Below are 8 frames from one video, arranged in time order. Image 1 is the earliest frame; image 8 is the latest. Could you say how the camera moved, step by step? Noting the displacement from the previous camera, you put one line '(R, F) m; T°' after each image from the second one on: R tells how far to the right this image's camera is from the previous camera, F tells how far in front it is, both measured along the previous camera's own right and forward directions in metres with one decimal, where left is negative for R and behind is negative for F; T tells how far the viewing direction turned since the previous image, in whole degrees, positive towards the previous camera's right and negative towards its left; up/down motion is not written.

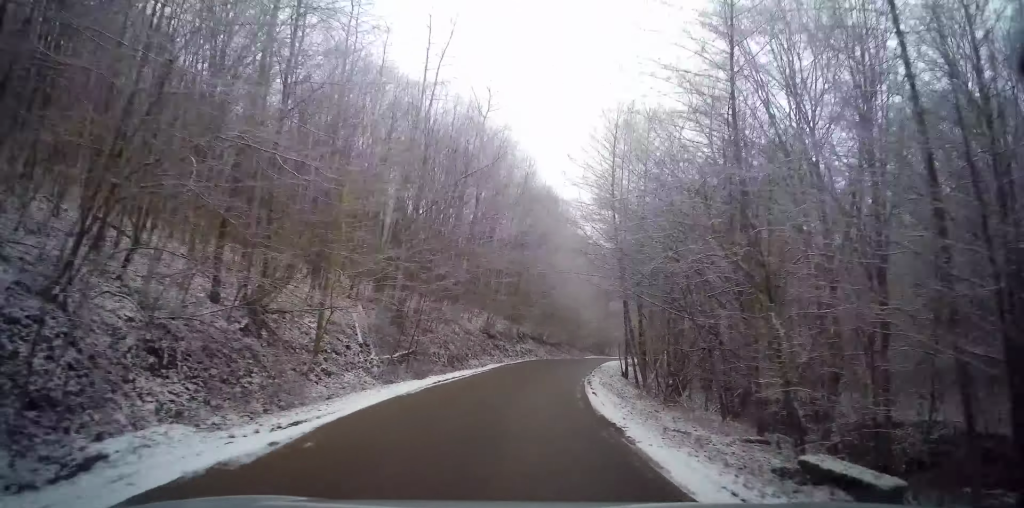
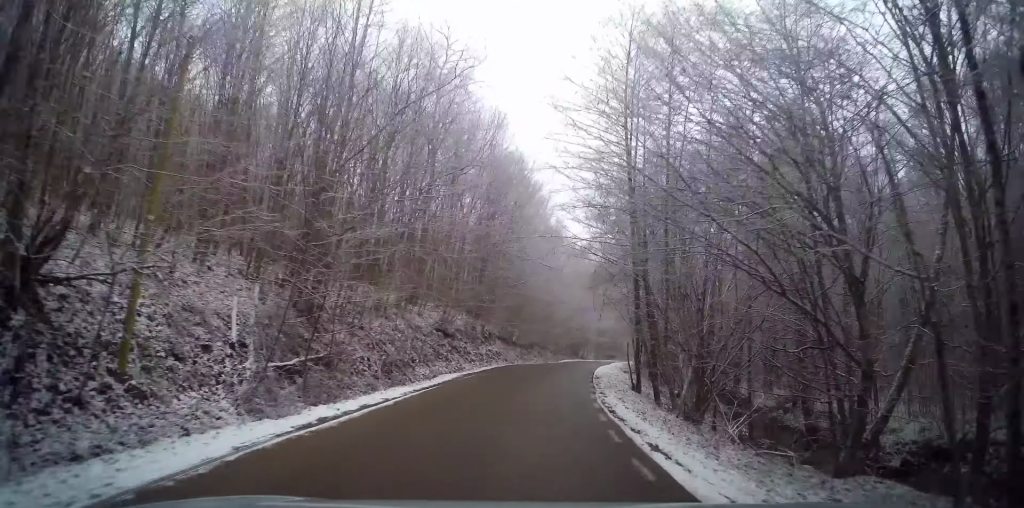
(+0.2, +8.2) m; +4°
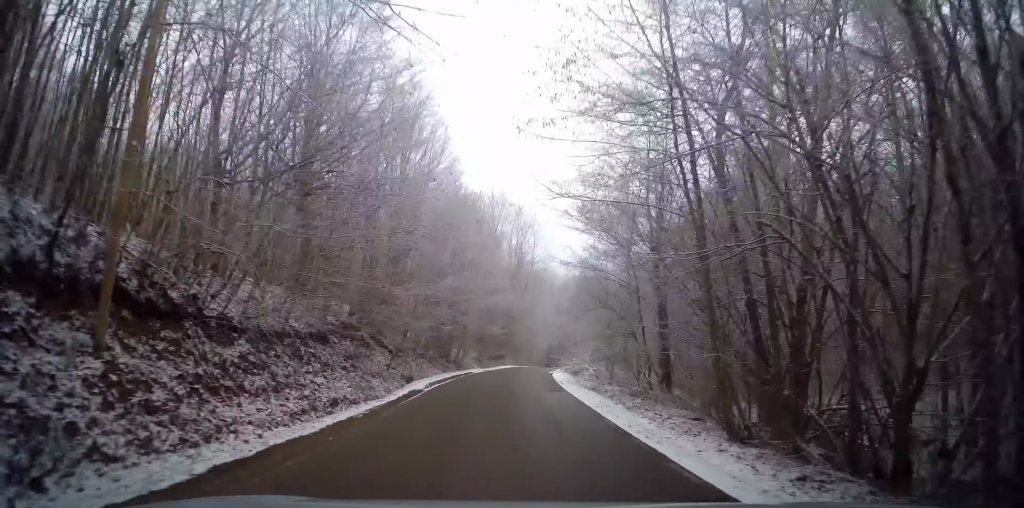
(+4.9, +33.8) m; +15°
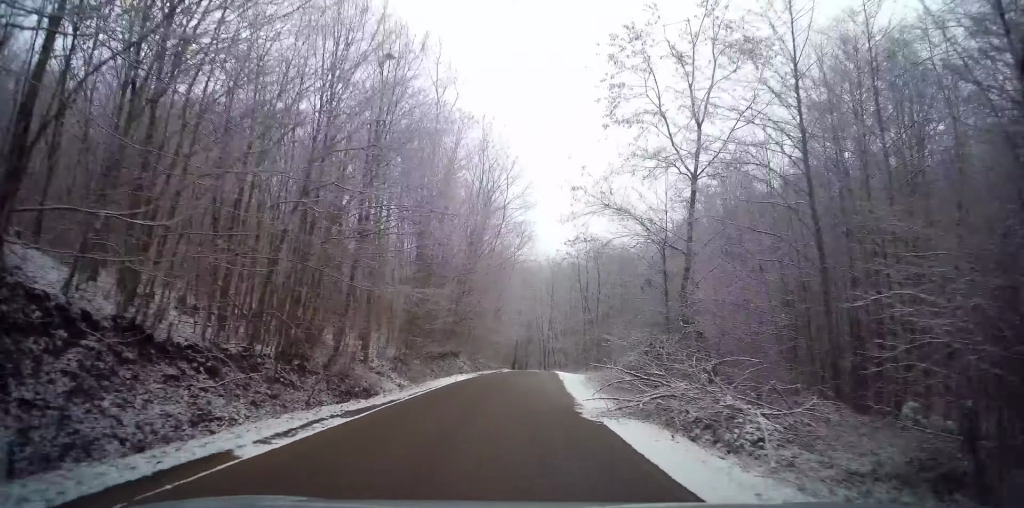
(+0.9, +23.7) m; +4°
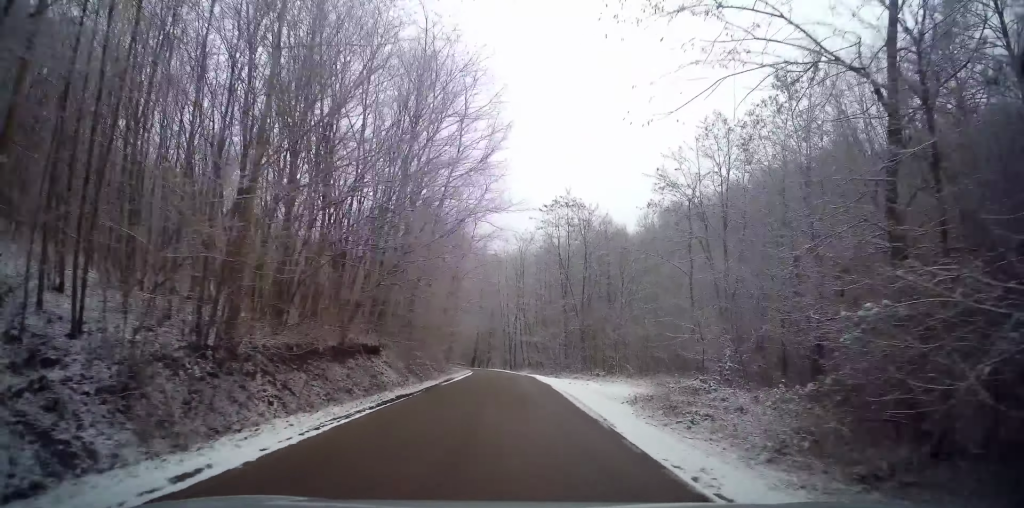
(+0.3, +16.4) m; +2°
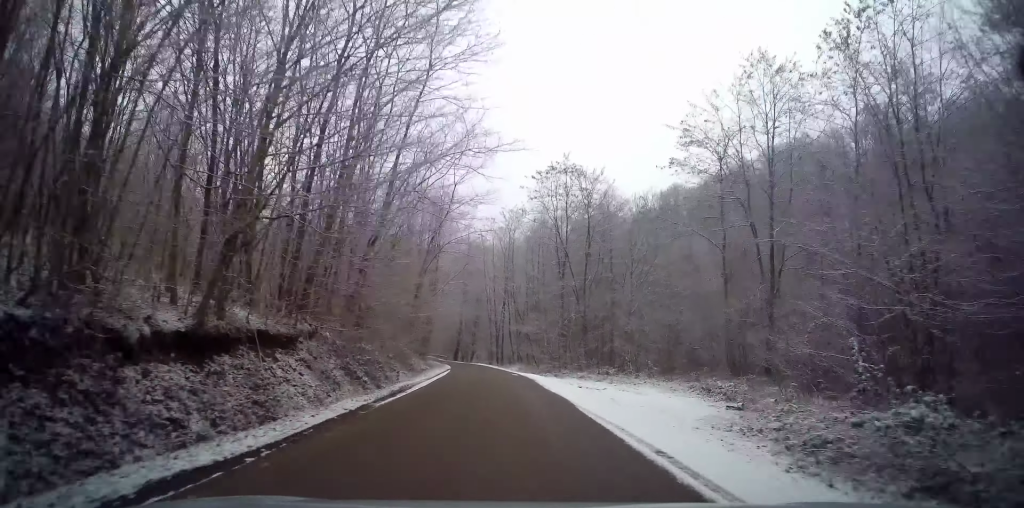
(+0.1, +9.1) m; +1°
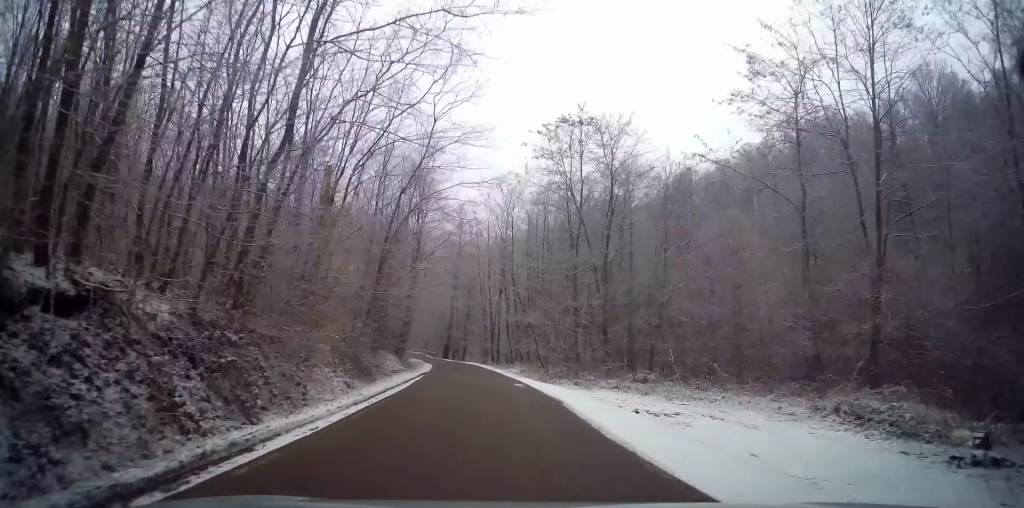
(+0.2, +11.2) m; +1°
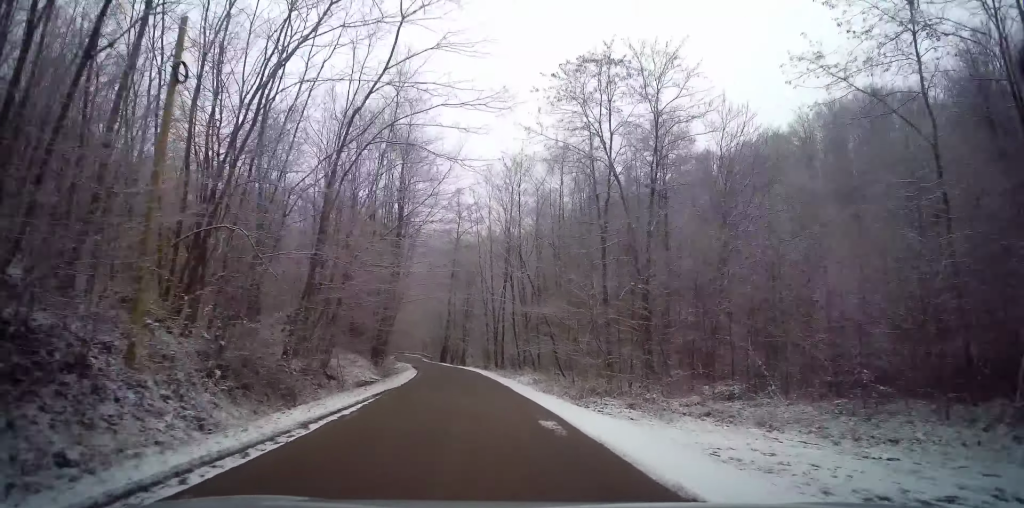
(0.0, +10.2) m; -1°
